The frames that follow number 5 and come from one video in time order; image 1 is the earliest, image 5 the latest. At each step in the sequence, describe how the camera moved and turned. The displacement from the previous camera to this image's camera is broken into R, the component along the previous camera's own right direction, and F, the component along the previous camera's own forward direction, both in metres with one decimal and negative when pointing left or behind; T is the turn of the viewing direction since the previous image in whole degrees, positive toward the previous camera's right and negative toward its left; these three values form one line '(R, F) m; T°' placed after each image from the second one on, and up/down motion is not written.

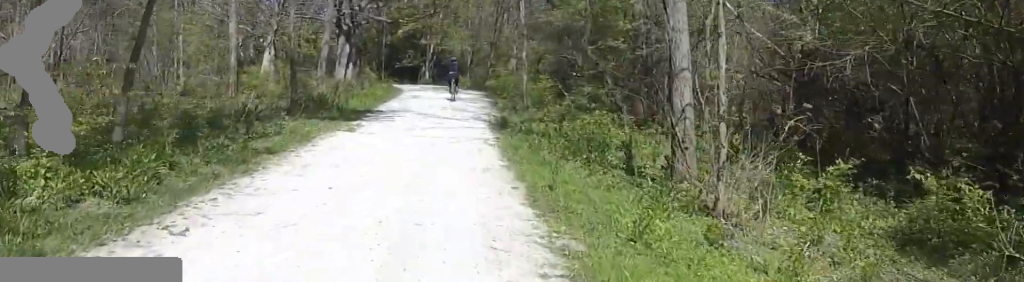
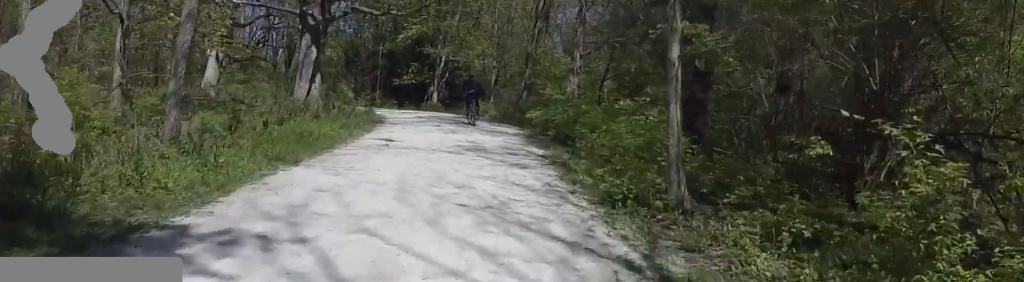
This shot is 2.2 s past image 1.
(+0.6, +11.4) m; +13°
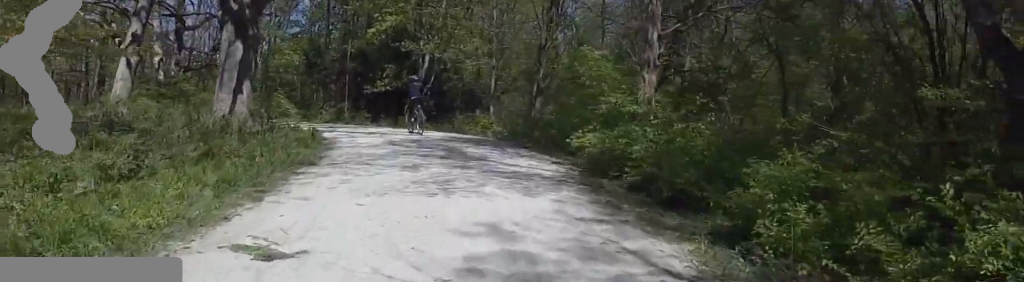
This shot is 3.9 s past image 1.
(+2.2, +7.5) m; +11°
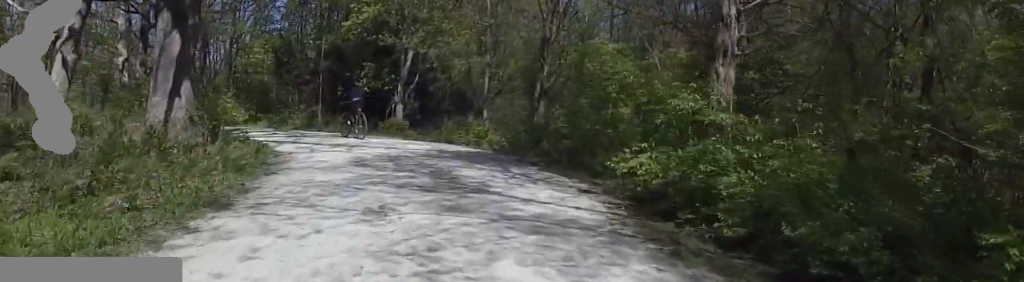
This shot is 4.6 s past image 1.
(-0.9, +3.5) m; -11°
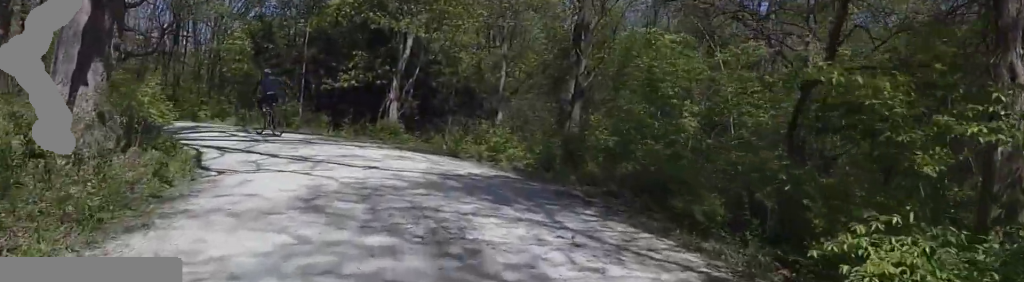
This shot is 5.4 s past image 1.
(-0.2, +4.3) m; -8°
